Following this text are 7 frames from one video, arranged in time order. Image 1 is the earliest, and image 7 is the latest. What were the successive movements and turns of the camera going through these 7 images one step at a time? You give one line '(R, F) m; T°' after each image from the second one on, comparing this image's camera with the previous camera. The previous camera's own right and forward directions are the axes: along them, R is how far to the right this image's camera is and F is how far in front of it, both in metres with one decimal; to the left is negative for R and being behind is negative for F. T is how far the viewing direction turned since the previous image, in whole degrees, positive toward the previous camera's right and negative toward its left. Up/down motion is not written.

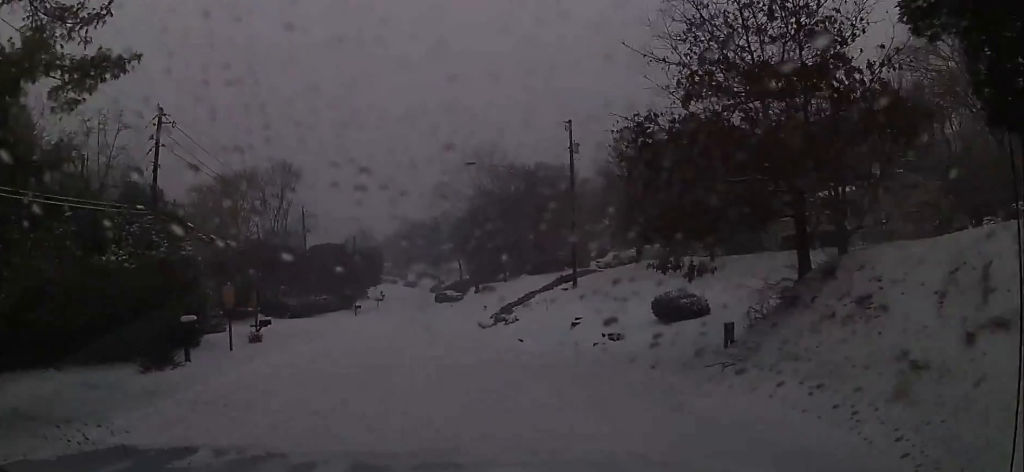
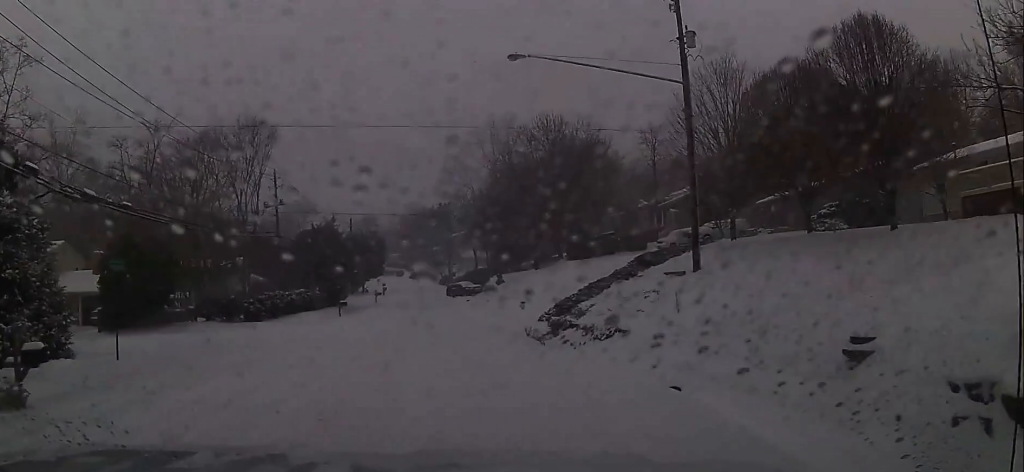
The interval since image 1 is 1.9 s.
(-0.1, +17.7) m; -2°
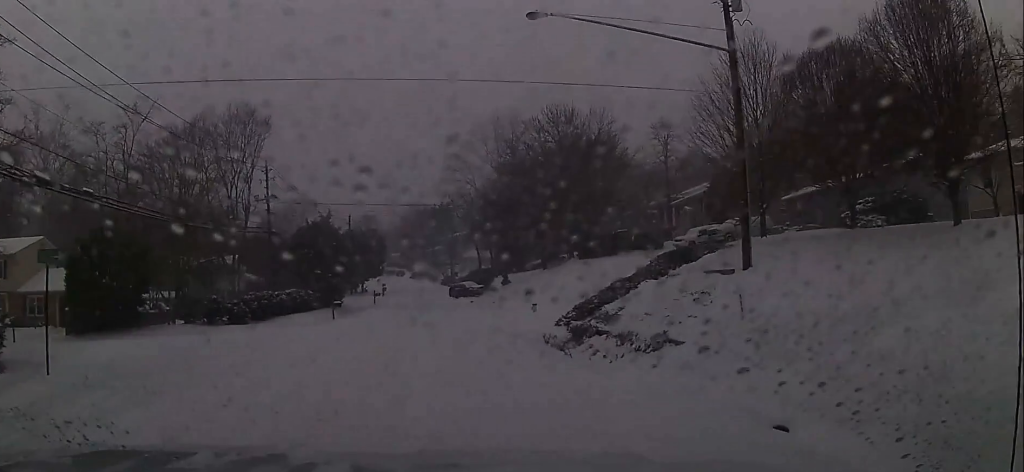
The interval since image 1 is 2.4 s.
(-0.1, +4.2) m; -1°
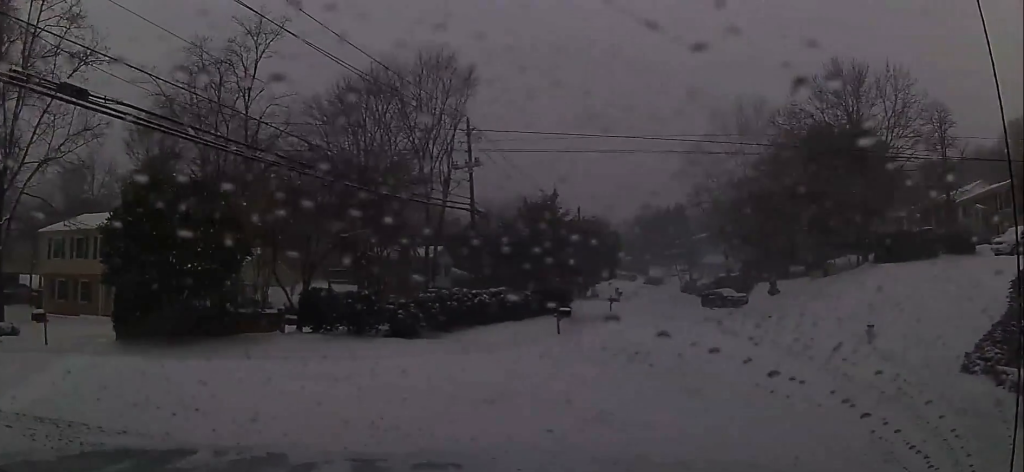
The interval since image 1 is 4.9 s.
(-0.6, +15.3) m; -16°
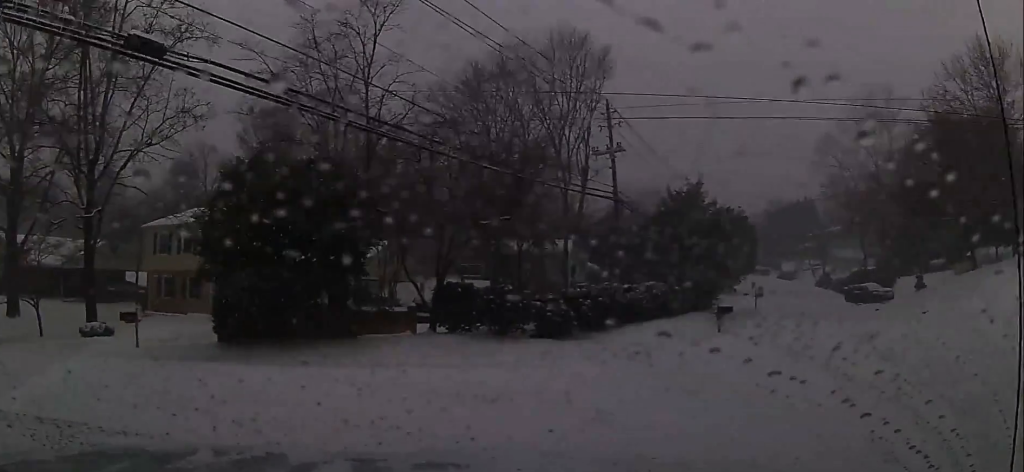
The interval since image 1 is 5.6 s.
(-0.1, +3.0) m; -14°
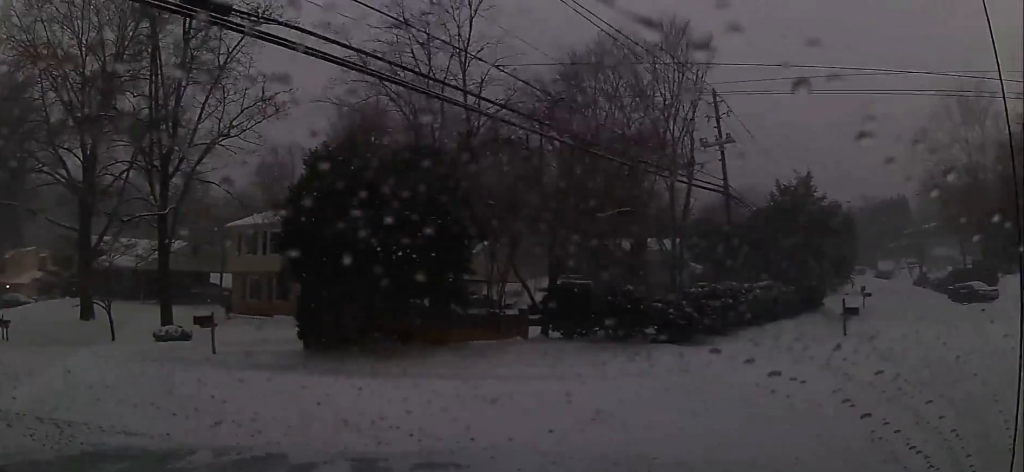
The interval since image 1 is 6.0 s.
(-0.4, +2.0) m; -10°
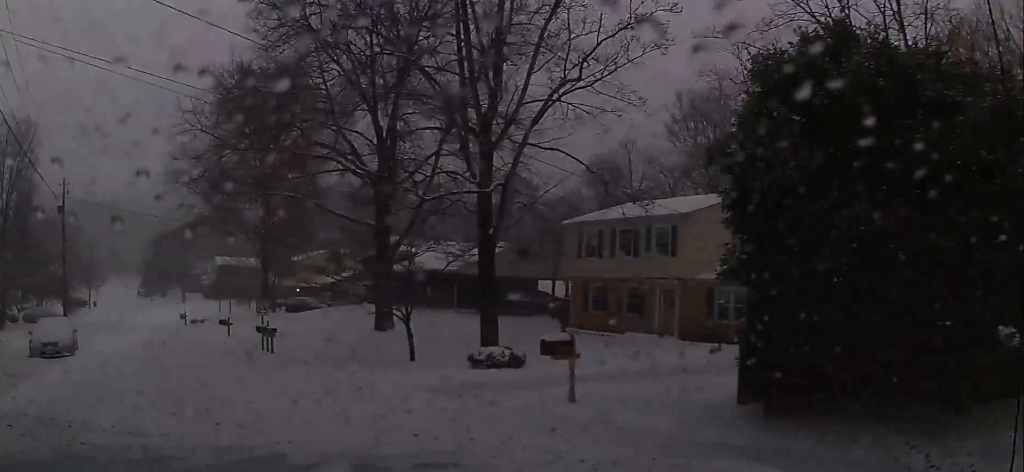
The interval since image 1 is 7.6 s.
(-2.0, +7.3) m; -32°
